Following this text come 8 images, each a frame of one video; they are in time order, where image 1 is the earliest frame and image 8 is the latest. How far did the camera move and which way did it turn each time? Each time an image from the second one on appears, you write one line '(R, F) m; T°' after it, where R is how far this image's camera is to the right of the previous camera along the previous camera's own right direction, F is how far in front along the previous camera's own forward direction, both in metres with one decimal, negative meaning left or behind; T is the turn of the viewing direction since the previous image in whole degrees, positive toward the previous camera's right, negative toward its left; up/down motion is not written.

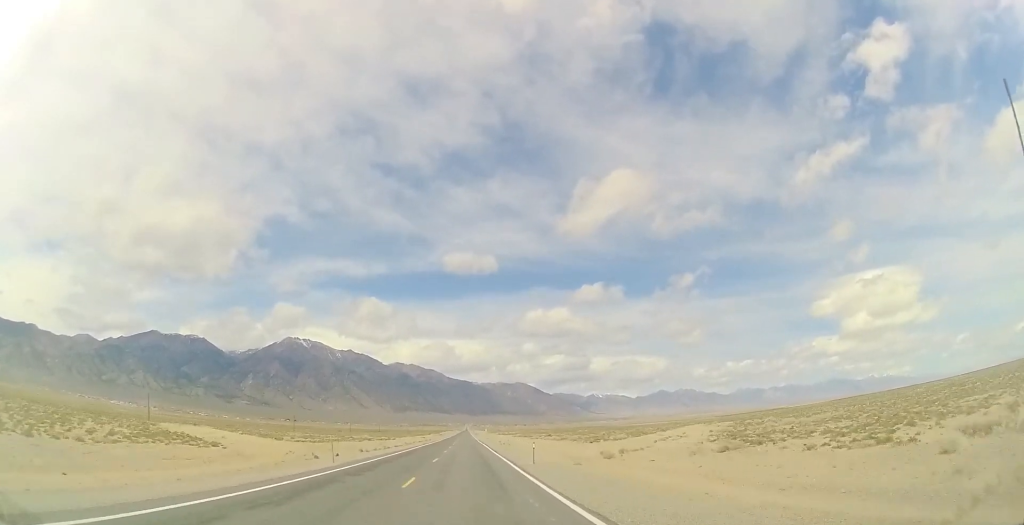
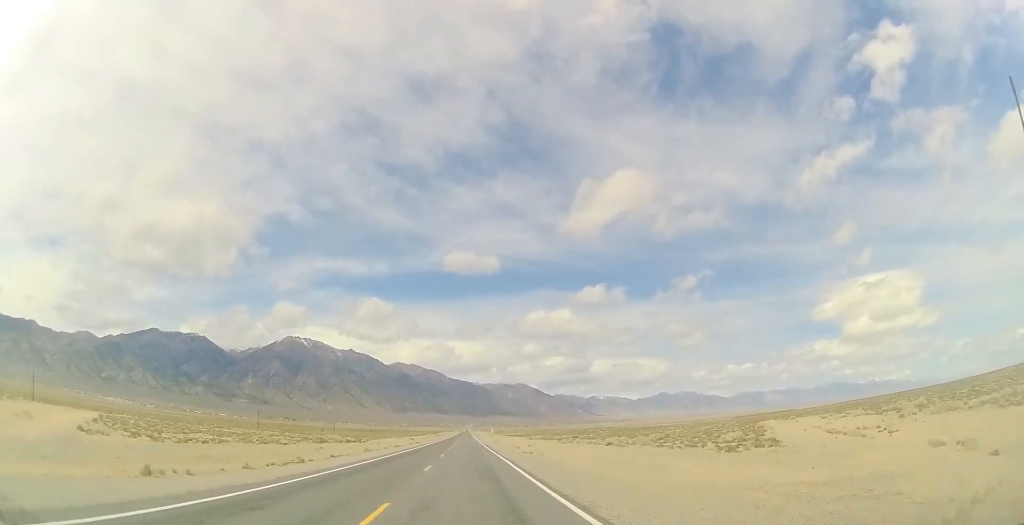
(-0.2, +34.0) m; 0°
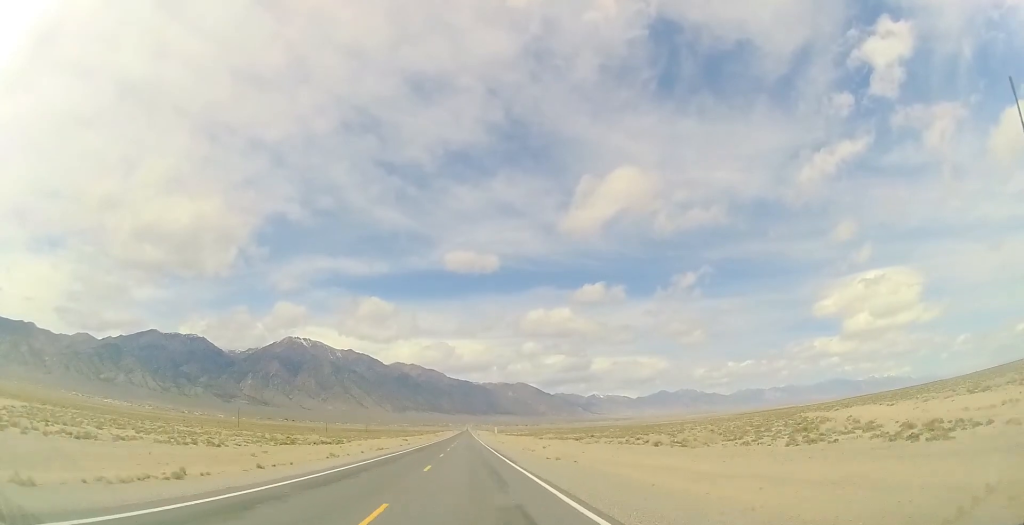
(-0.1, +14.0) m; 0°
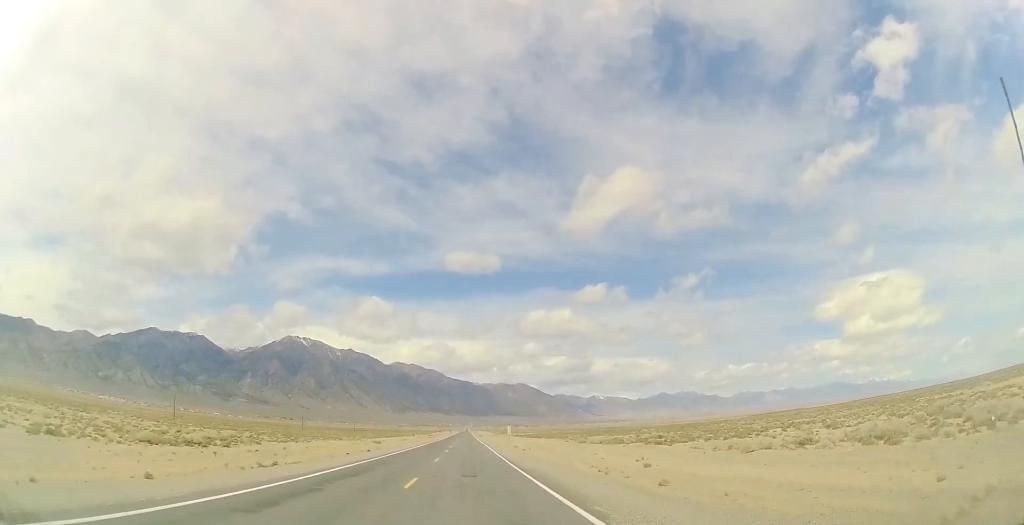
(+0.3, +33.9) m; 0°
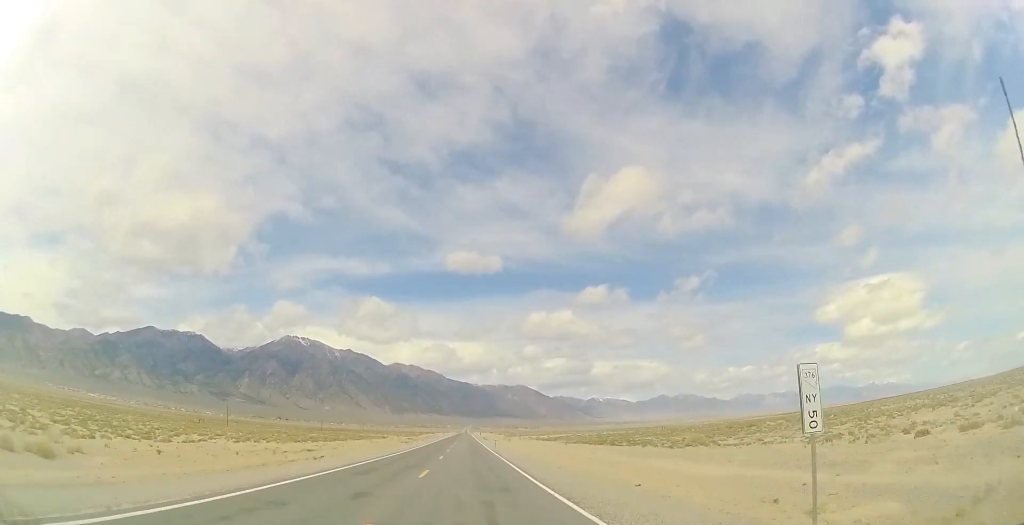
(0.0, +64.1) m; 0°
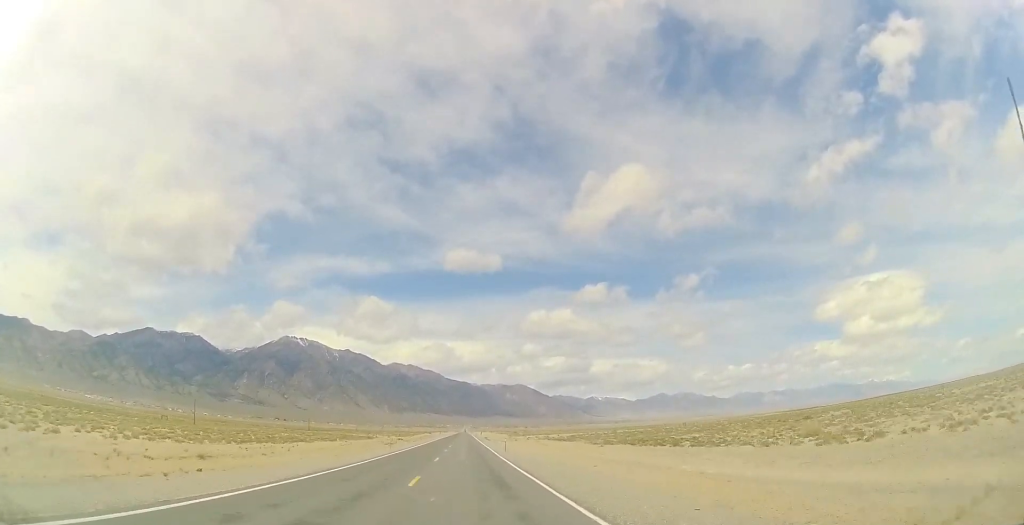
(-0.2, +17.5) m; 0°
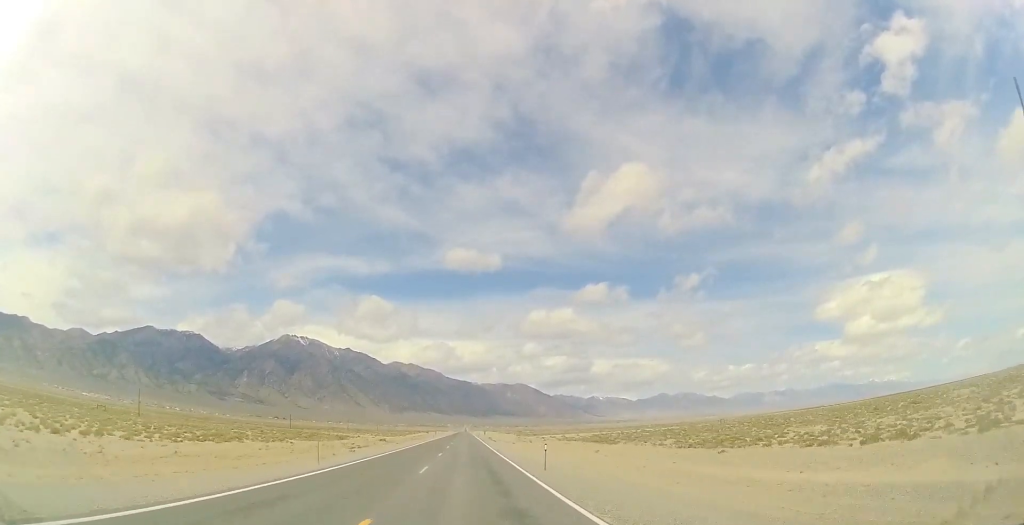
(-0.3, +23.3) m; 0°
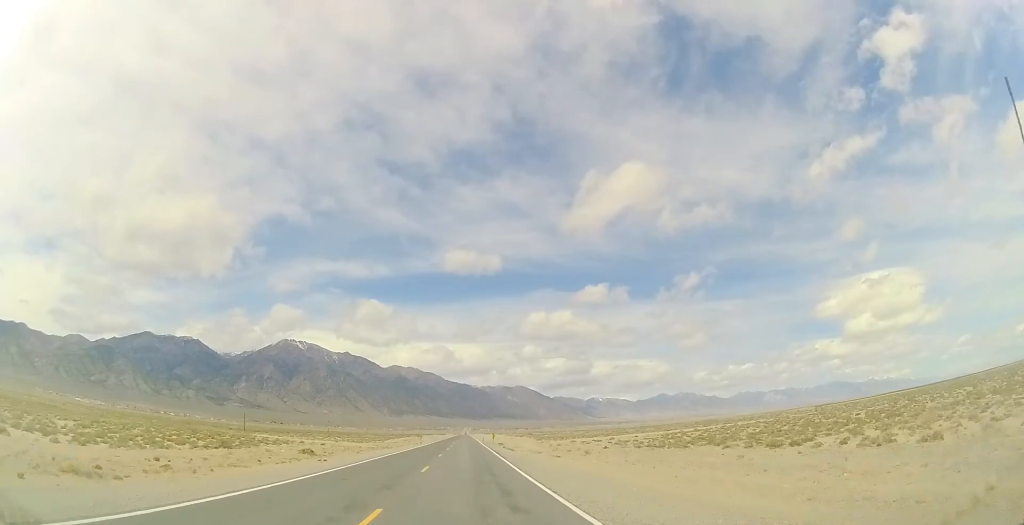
(+0.5, +39.5) m; +1°
